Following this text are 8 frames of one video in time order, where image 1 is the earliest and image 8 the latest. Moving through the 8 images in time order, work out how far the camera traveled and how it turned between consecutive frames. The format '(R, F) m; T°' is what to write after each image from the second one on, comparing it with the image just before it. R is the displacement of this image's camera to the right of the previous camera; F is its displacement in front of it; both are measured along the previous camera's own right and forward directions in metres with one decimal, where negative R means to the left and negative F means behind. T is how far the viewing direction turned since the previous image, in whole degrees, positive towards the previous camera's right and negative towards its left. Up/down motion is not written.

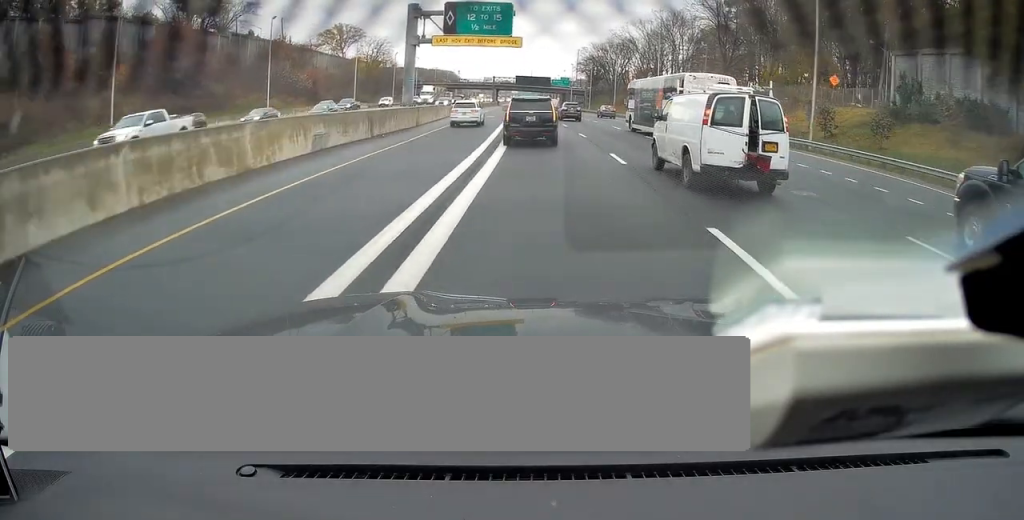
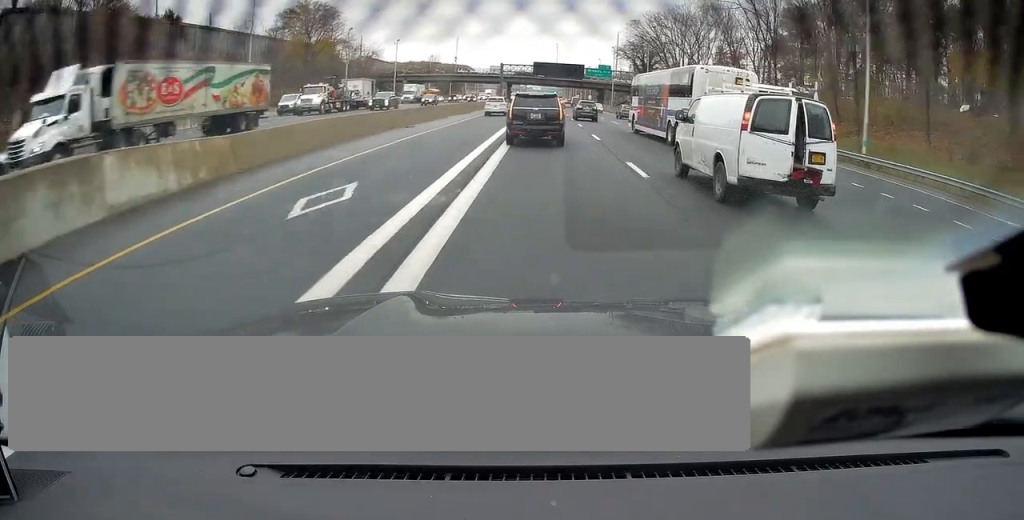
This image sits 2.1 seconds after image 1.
(-0.4, +51.4) m; -1°
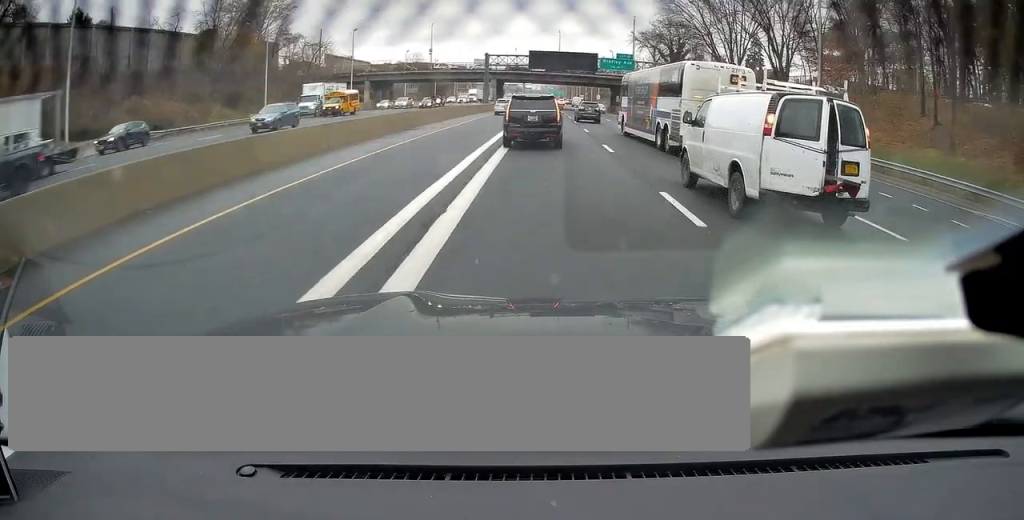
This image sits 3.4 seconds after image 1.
(-0.1, +29.1) m; 0°
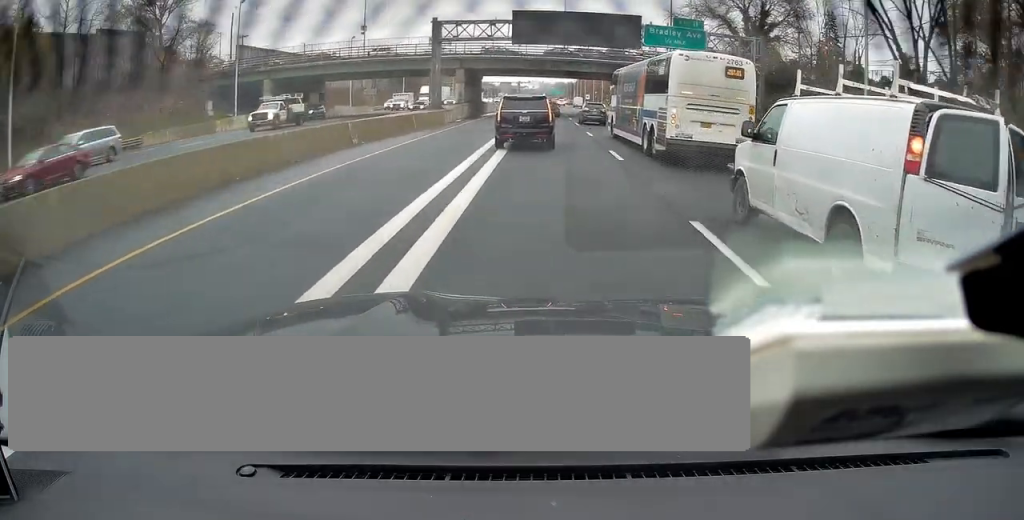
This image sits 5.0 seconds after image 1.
(-0.1, +38.6) m; 0°
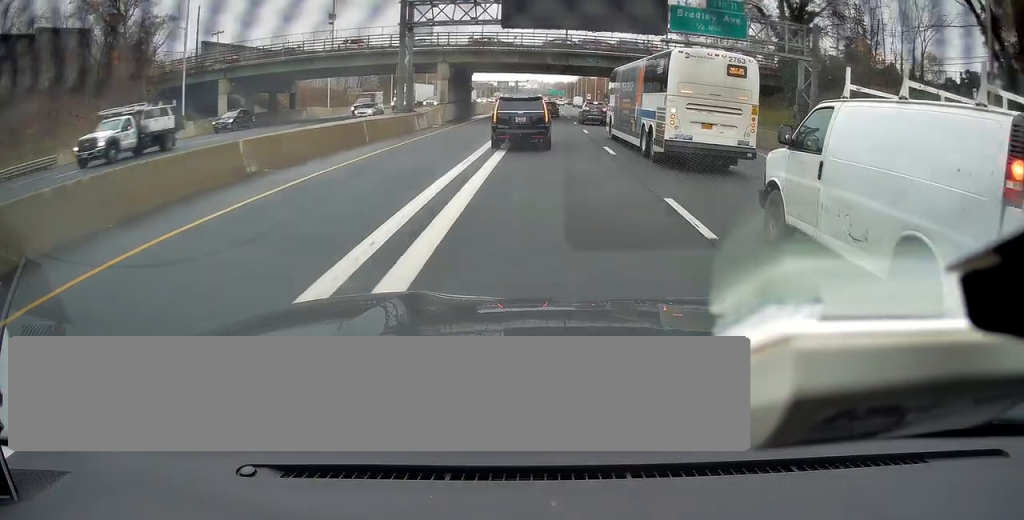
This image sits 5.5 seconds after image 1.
(0.0, +9.9) m; 0°
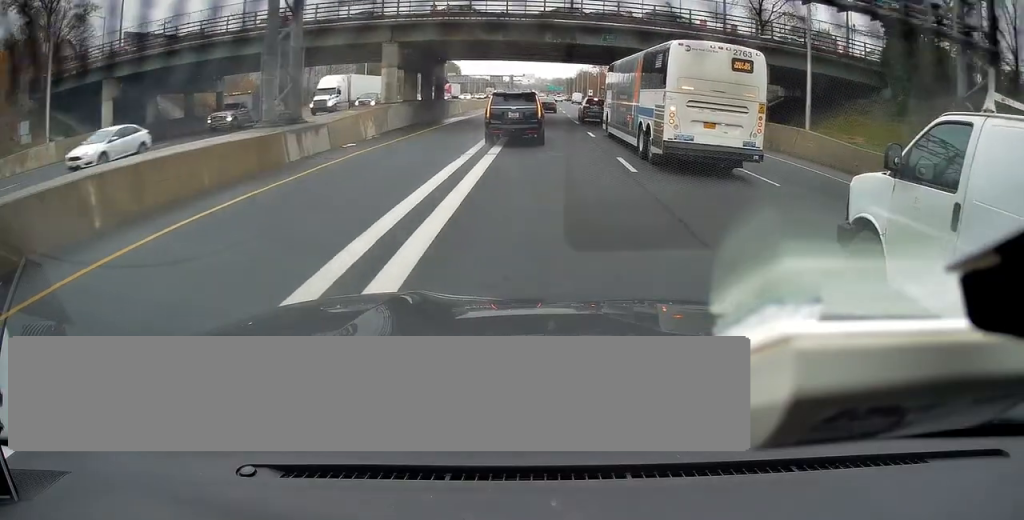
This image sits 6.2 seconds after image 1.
(+0.1, +17.5) m; 0°
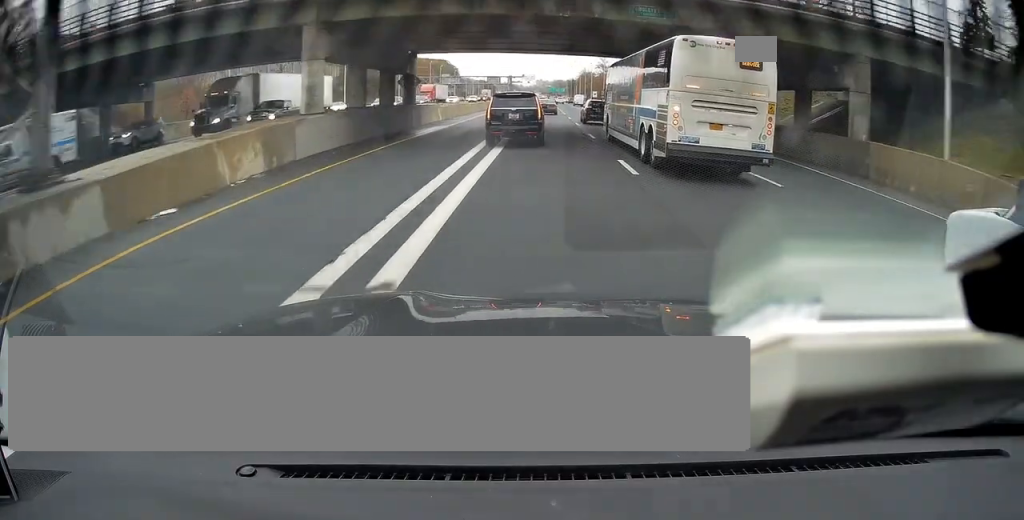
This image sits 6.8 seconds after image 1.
(0.0, +12.1) m; 0°
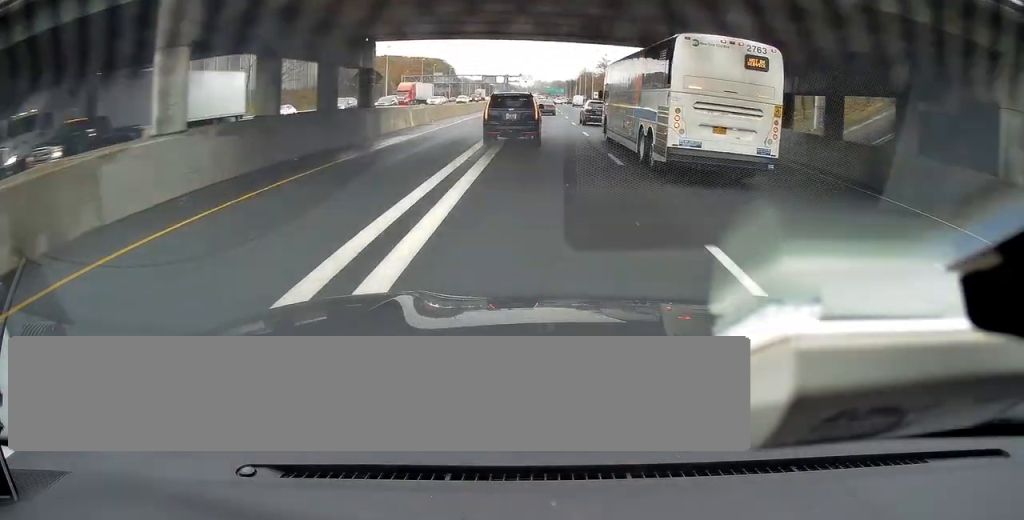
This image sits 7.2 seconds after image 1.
(0.0, +9.8) m; 0°
